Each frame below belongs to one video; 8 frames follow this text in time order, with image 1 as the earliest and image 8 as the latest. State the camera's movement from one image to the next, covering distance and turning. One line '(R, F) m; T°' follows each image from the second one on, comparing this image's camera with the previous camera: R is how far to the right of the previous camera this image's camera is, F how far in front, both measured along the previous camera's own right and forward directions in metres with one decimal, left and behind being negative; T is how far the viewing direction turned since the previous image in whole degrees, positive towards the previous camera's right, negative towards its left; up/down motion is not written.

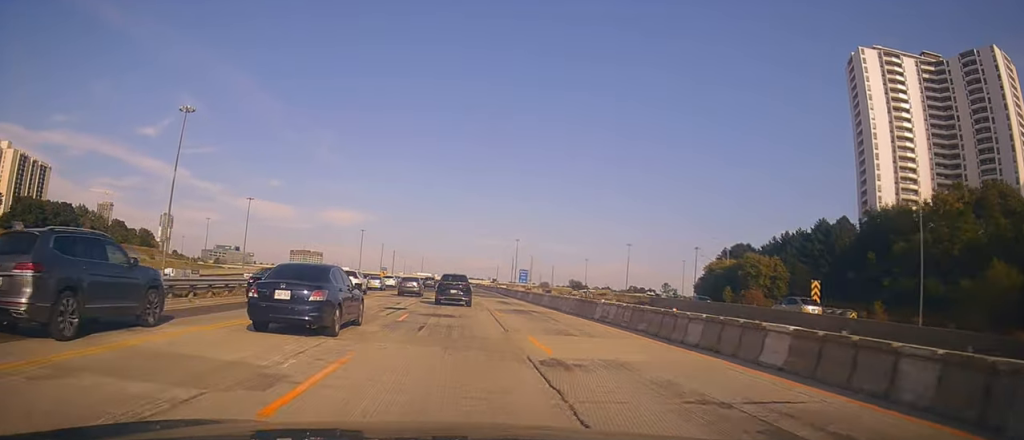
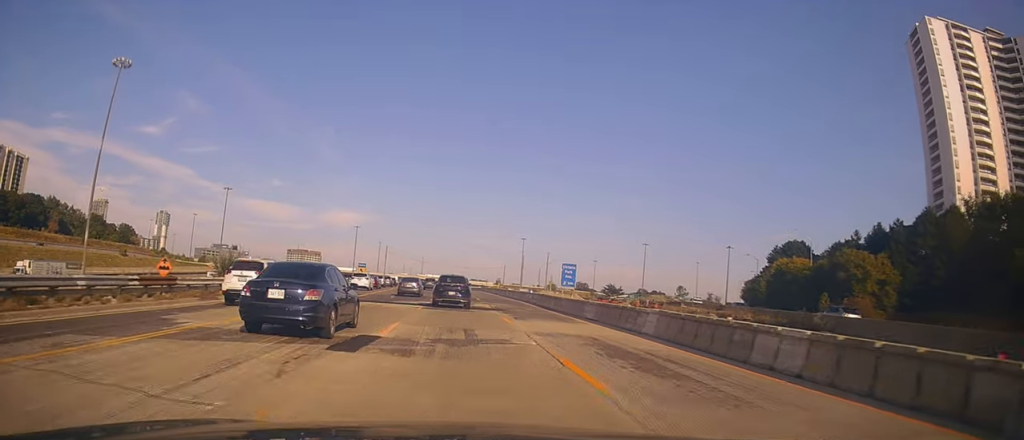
(+0.8, +27.7) m; +4°
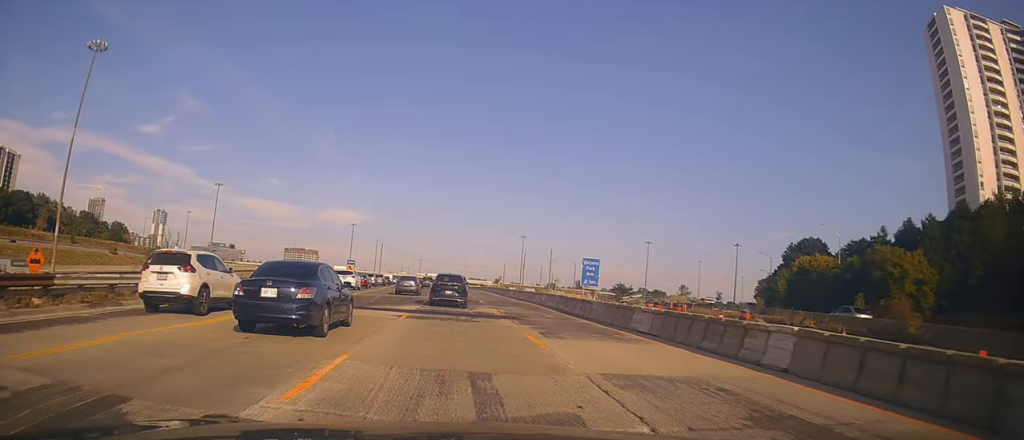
(+0.2, +7.7) m; 0°
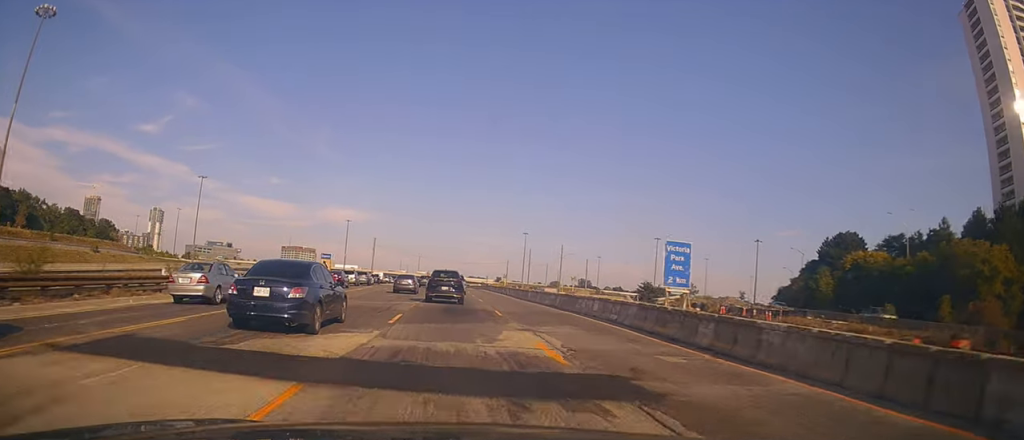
(-0.1, +14.9) m; -1°
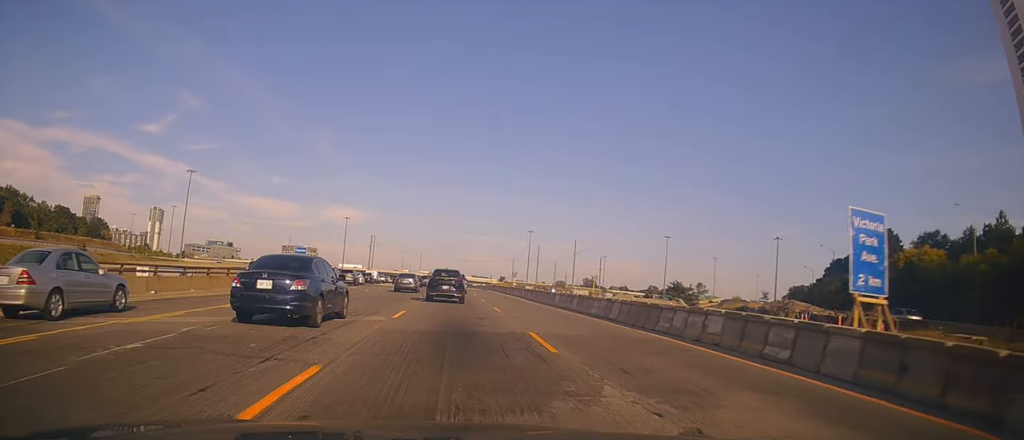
(-0.2, +11.3) m; -1°
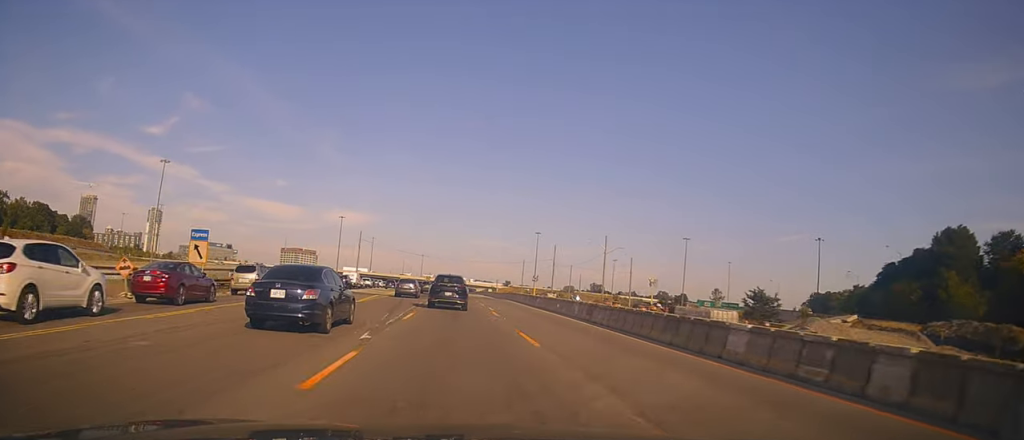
(0.0, +21.3) m; -1°
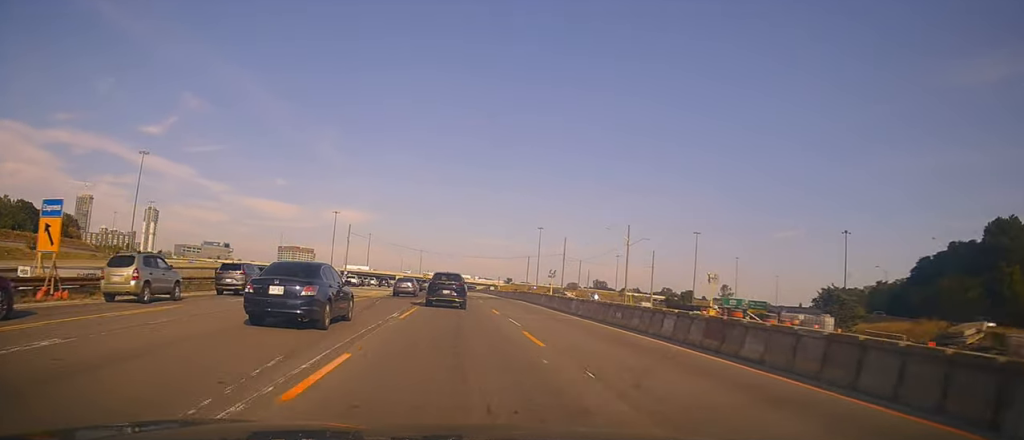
(+0.1, +12.6) m; -1°
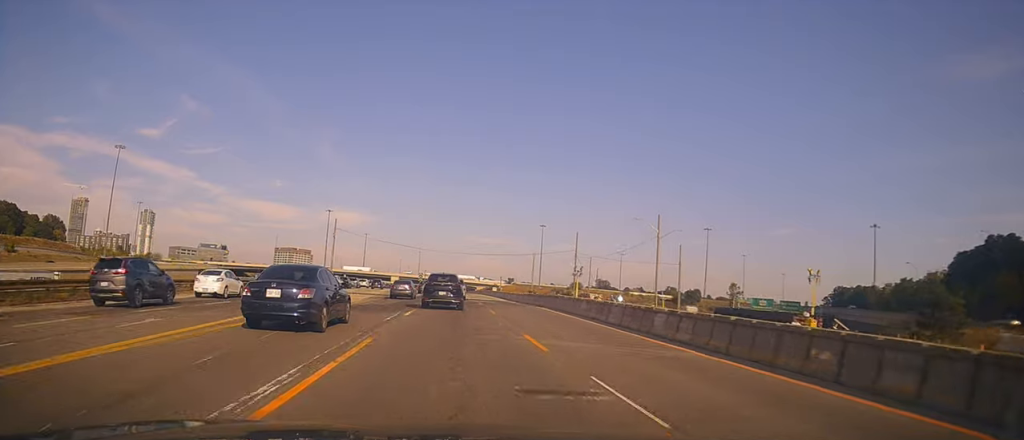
(-0.4, +12.6) m; +1°
